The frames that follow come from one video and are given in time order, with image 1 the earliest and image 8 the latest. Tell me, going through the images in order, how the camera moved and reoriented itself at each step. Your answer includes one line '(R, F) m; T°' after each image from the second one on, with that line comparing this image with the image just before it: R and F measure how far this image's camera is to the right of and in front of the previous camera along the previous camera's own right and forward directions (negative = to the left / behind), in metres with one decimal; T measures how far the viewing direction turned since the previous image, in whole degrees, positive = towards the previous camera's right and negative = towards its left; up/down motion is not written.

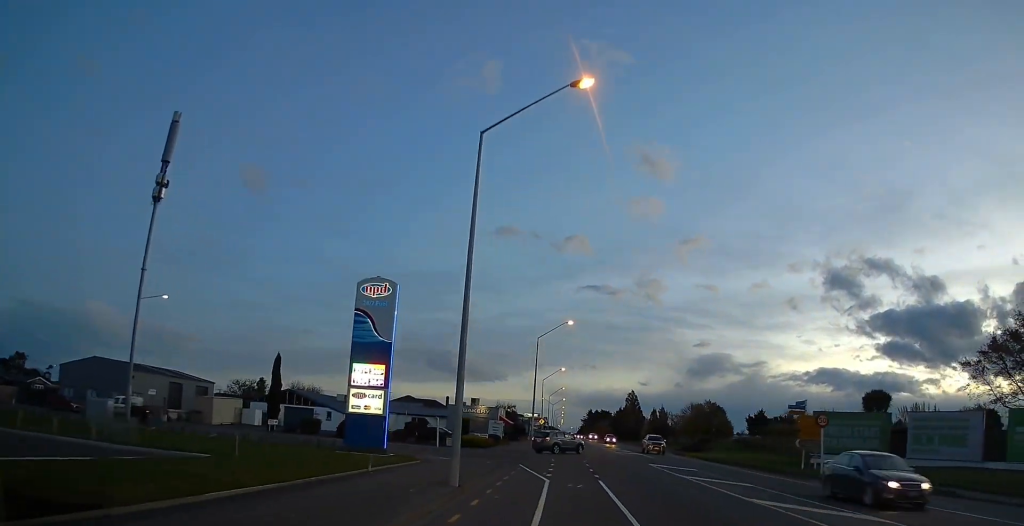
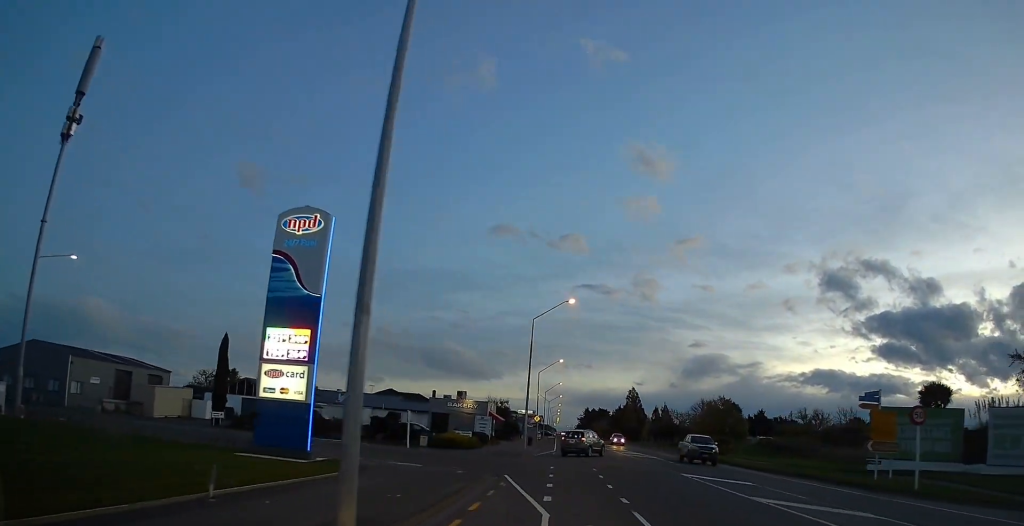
(-0.3, +9.8) m; 0°
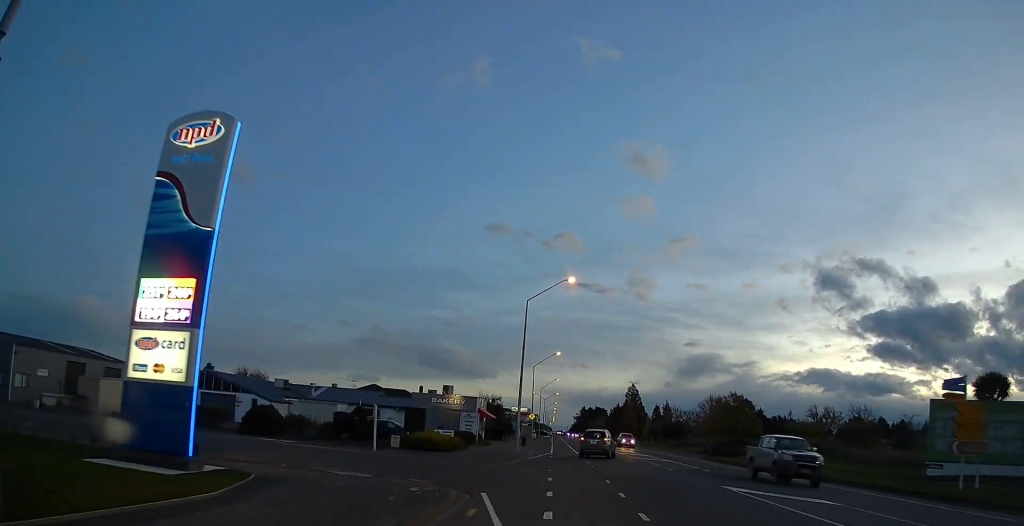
(+0.5, +7.8) m; 0°
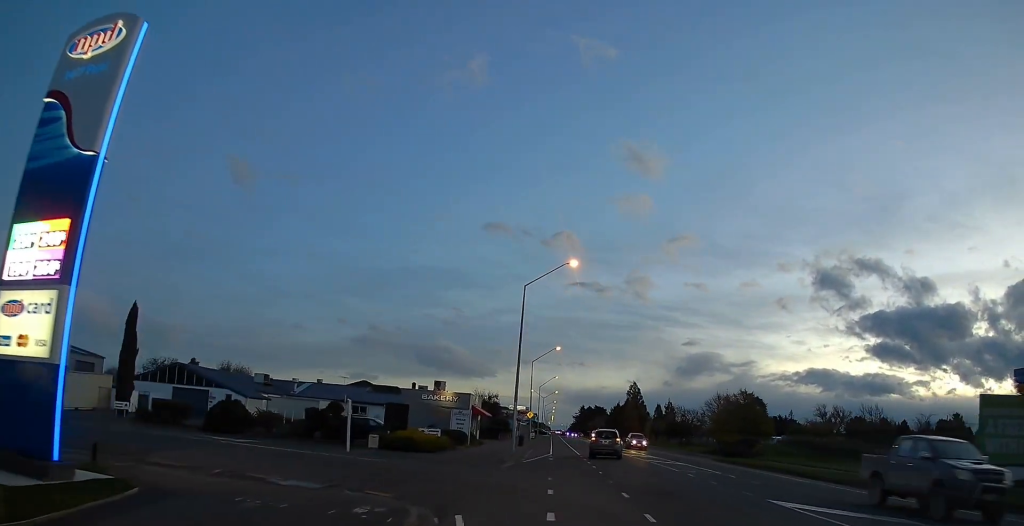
(-0.3, +4.7) m; 0°
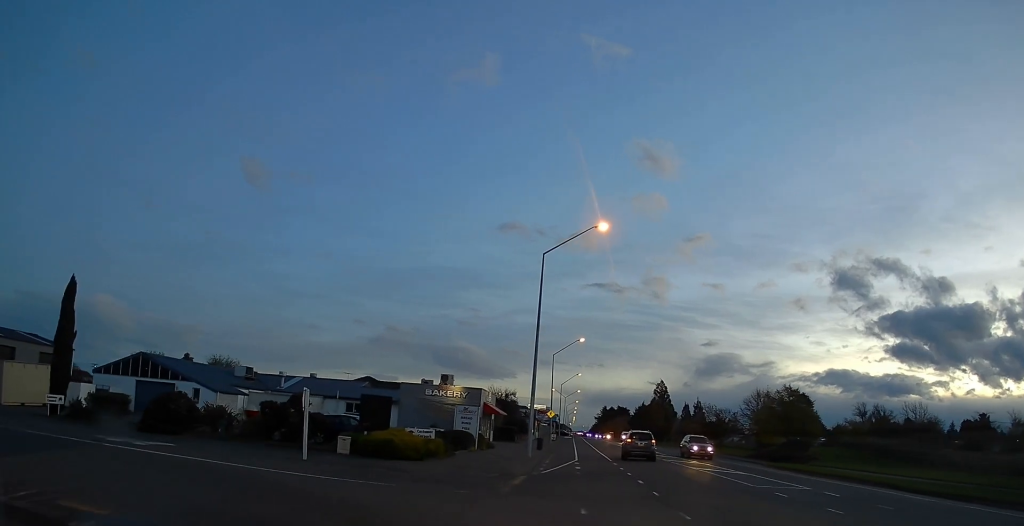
(-0.1, +9.0) m; -3°
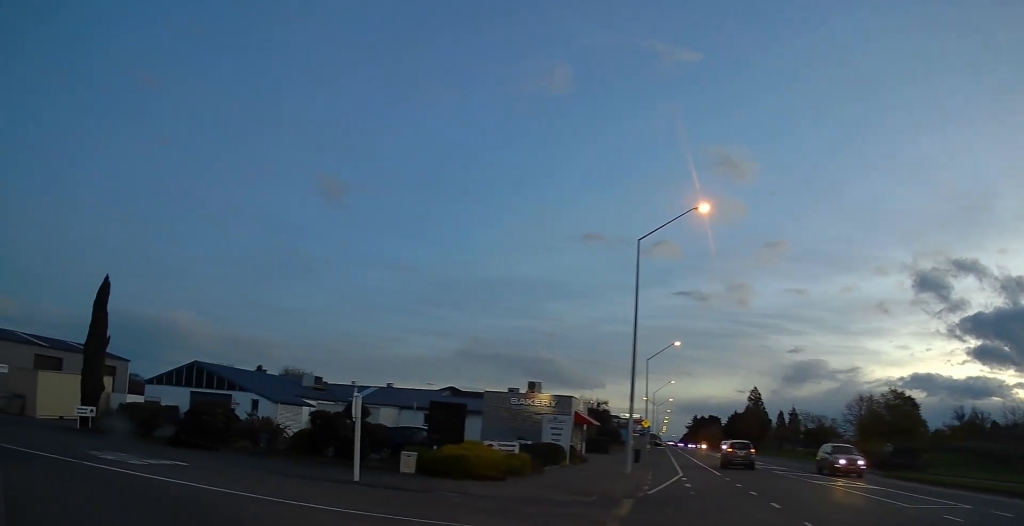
(+0.4, +5.3) m; -7°
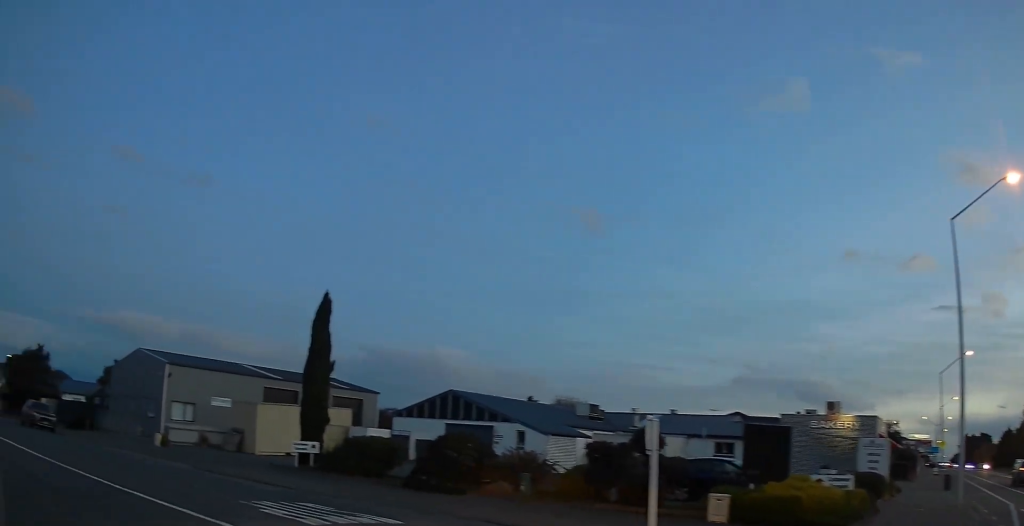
(-1.4, +5.7) m; -29°
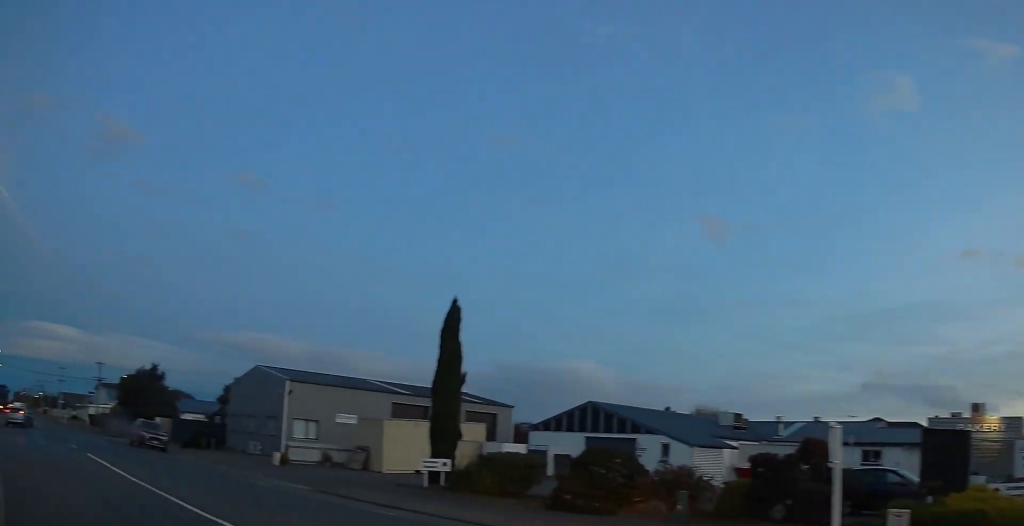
(-0.6, +2.1) m; -14°
